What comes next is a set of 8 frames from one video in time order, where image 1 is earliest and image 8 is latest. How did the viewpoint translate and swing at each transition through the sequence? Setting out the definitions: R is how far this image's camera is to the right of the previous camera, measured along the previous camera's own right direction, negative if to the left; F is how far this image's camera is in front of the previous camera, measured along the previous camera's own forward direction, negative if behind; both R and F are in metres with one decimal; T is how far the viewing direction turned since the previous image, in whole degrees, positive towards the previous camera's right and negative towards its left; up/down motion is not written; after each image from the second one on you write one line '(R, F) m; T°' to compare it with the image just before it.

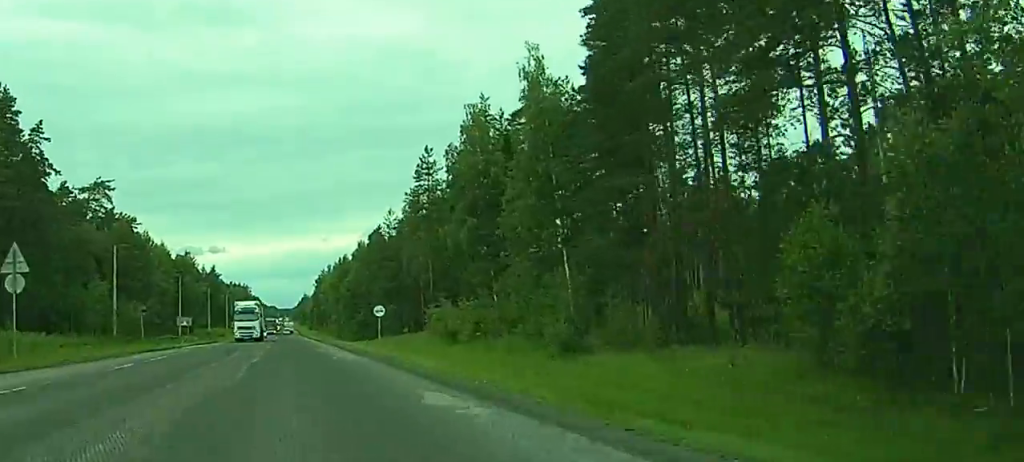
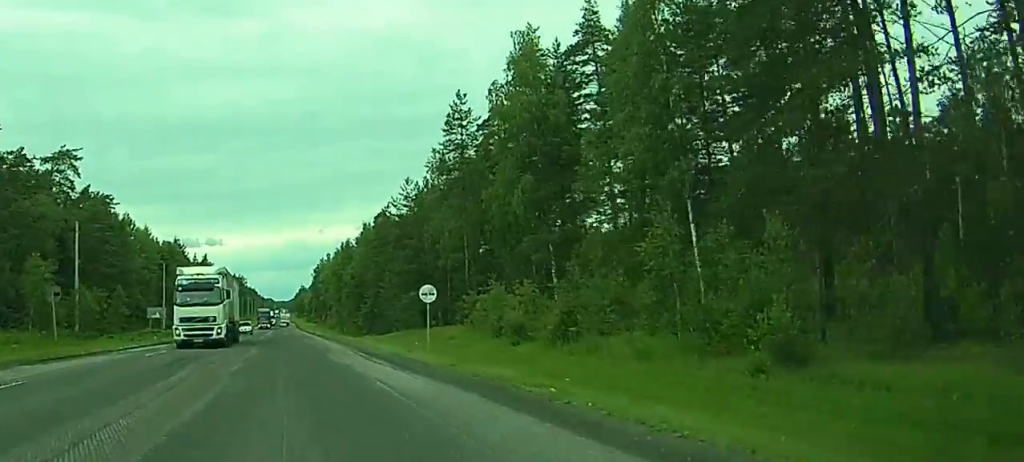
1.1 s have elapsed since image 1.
(+0.1, +19.1) m; -1°
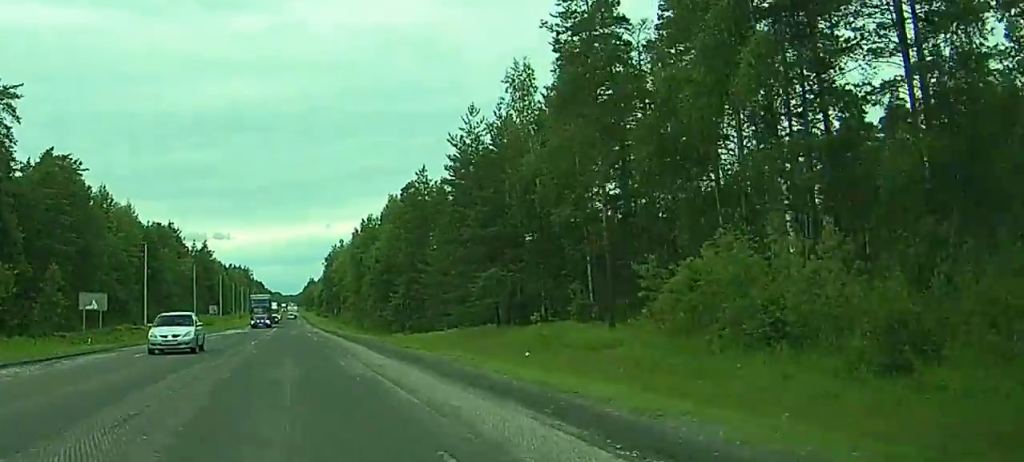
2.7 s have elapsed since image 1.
(-0.7, +29.4) m; -1°
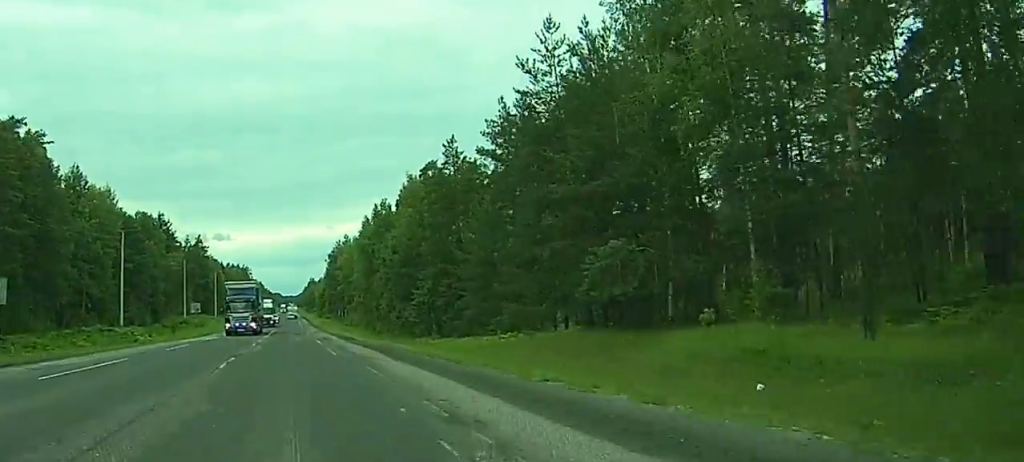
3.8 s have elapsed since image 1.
(0.0, +19.4) m; +2°
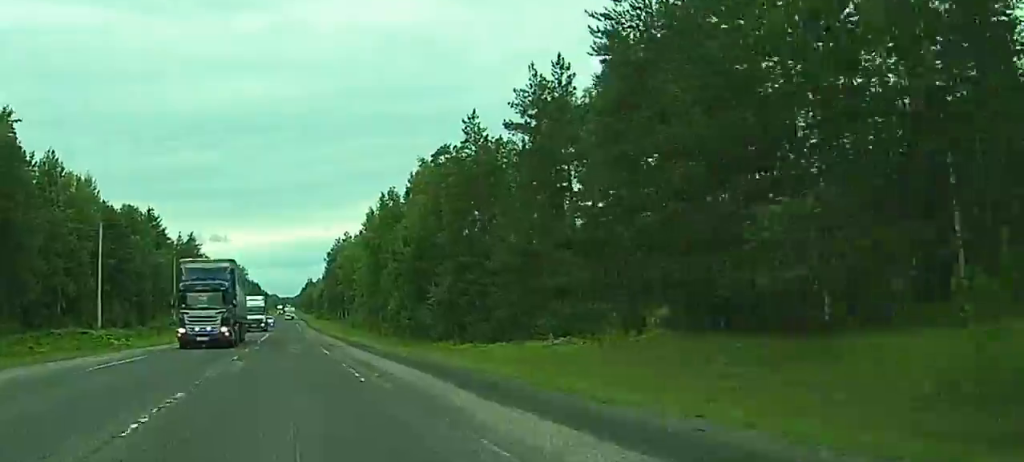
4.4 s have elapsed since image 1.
(+0.2, +12.4) m; +2°
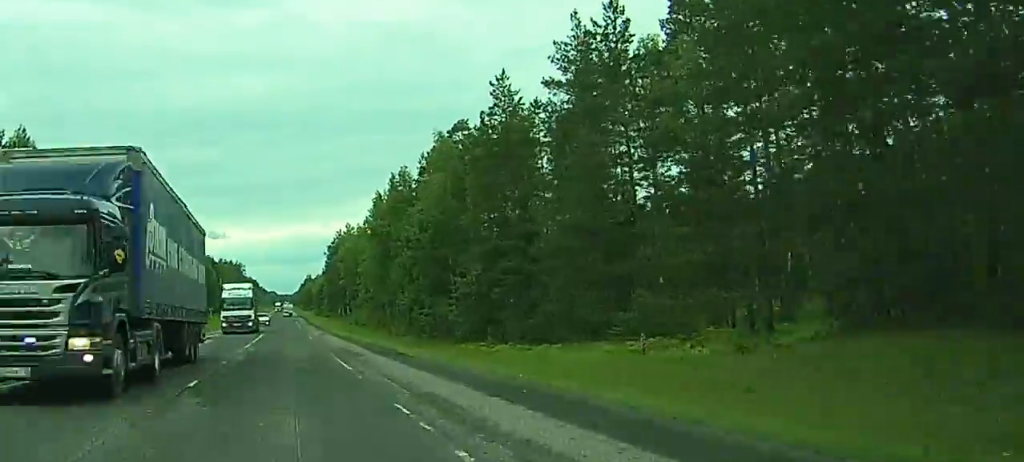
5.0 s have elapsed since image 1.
(+0.3, +12.7) m; +1°
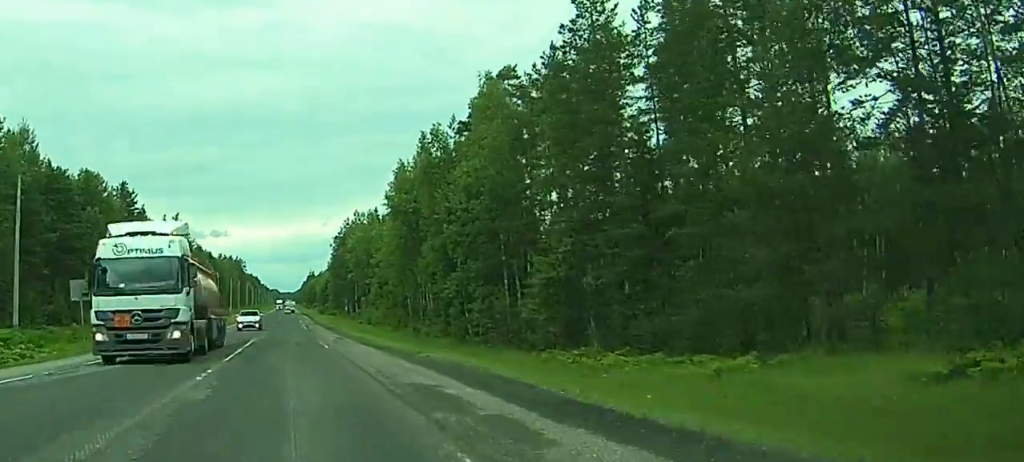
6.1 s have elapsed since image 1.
(0.0, +21.3) m; -1°
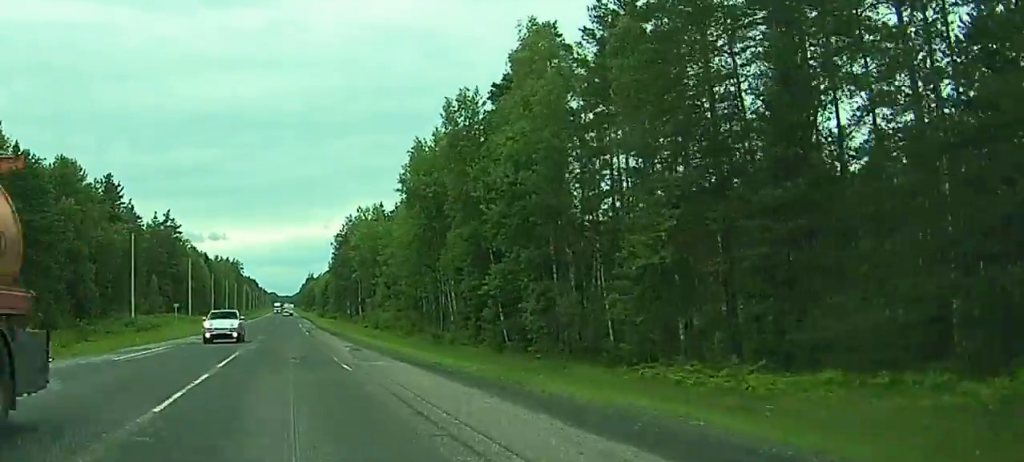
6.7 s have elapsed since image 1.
(-0.2, +13.2) m; -1°
